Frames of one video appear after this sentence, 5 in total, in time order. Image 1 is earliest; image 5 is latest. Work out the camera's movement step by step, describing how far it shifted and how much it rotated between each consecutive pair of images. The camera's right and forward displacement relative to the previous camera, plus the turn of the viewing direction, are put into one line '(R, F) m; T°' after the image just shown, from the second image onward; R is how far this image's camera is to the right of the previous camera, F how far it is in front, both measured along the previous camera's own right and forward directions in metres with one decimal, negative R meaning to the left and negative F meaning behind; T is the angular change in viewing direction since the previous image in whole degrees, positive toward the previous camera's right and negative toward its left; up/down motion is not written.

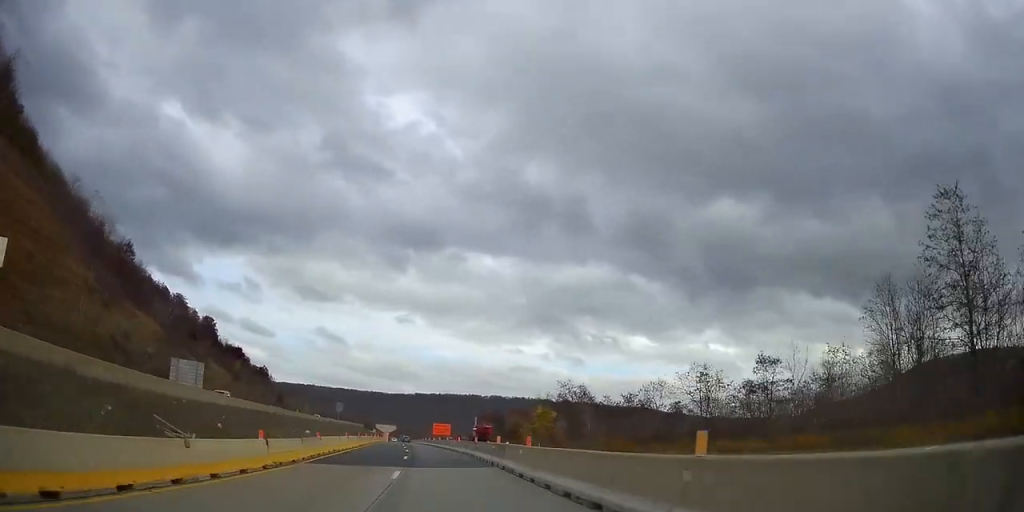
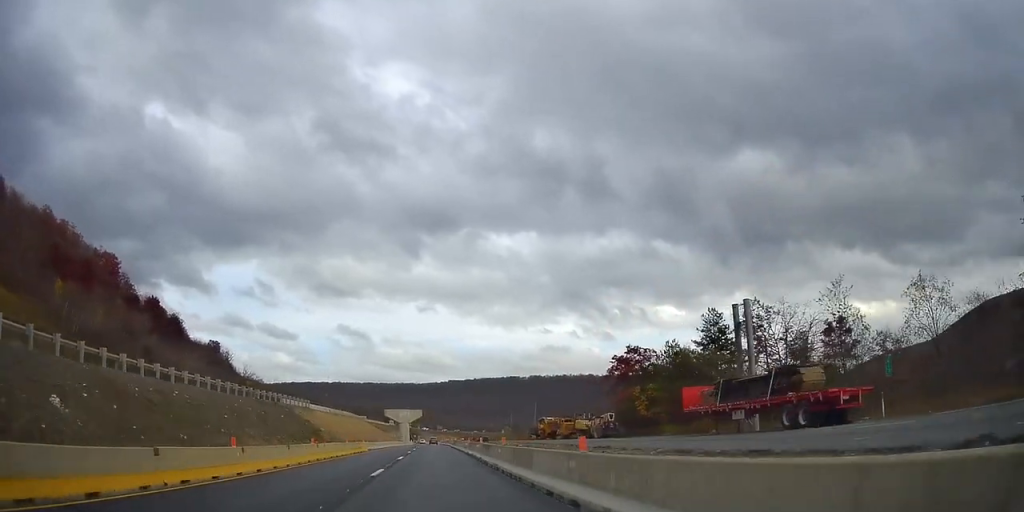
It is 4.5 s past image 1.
(-10.8, +133.4) m; -7°
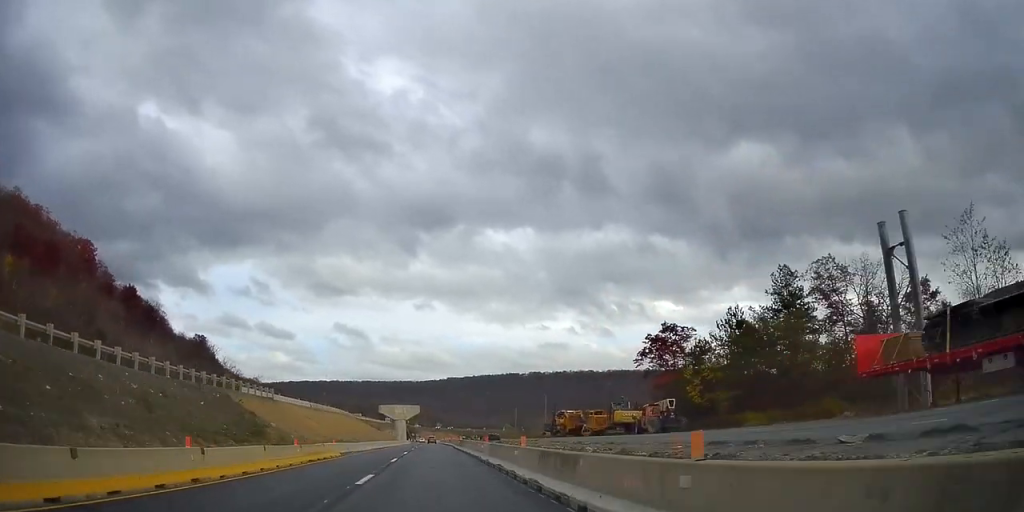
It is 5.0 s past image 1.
(-0.3, +15.4) m; -1°
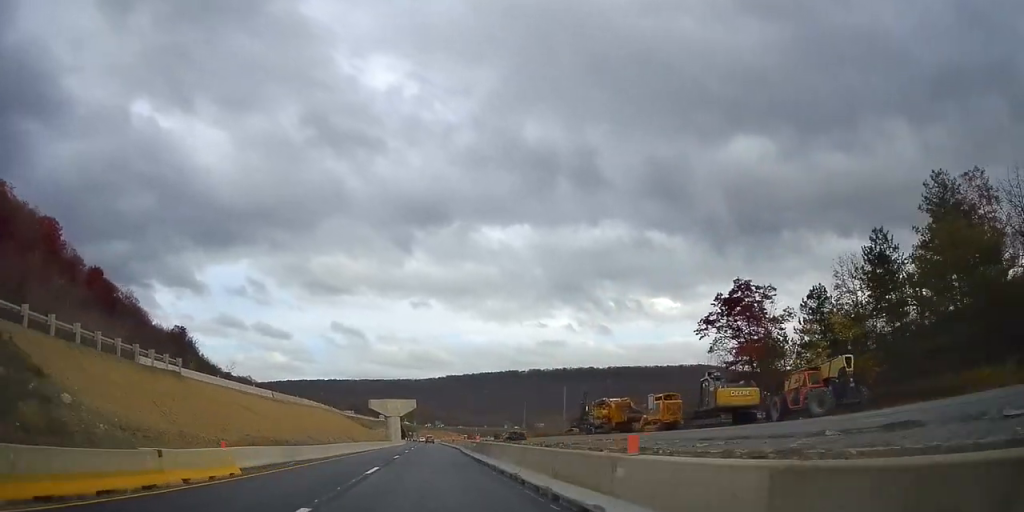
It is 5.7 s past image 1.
(0.0, +20.4) m; 0°
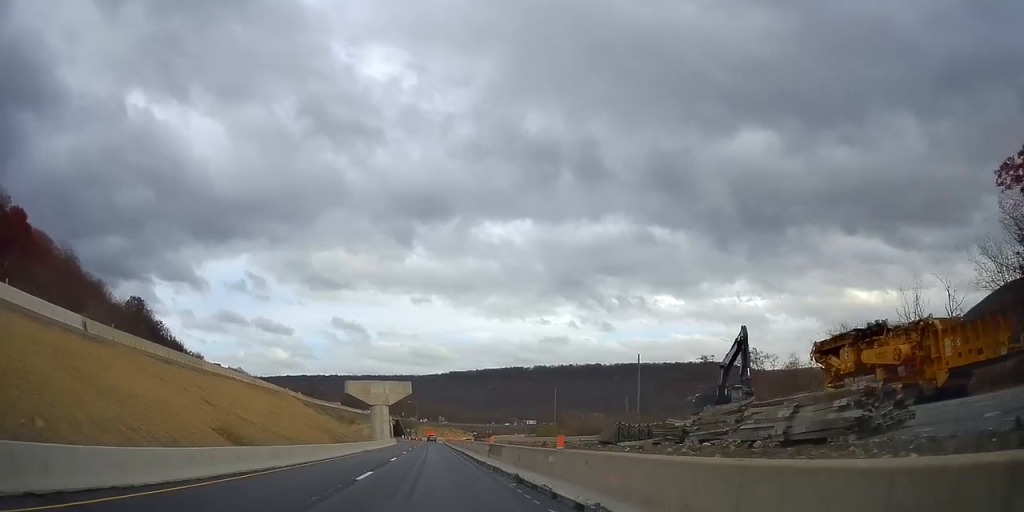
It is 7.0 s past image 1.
(0.0, +40.1) m; 0°
